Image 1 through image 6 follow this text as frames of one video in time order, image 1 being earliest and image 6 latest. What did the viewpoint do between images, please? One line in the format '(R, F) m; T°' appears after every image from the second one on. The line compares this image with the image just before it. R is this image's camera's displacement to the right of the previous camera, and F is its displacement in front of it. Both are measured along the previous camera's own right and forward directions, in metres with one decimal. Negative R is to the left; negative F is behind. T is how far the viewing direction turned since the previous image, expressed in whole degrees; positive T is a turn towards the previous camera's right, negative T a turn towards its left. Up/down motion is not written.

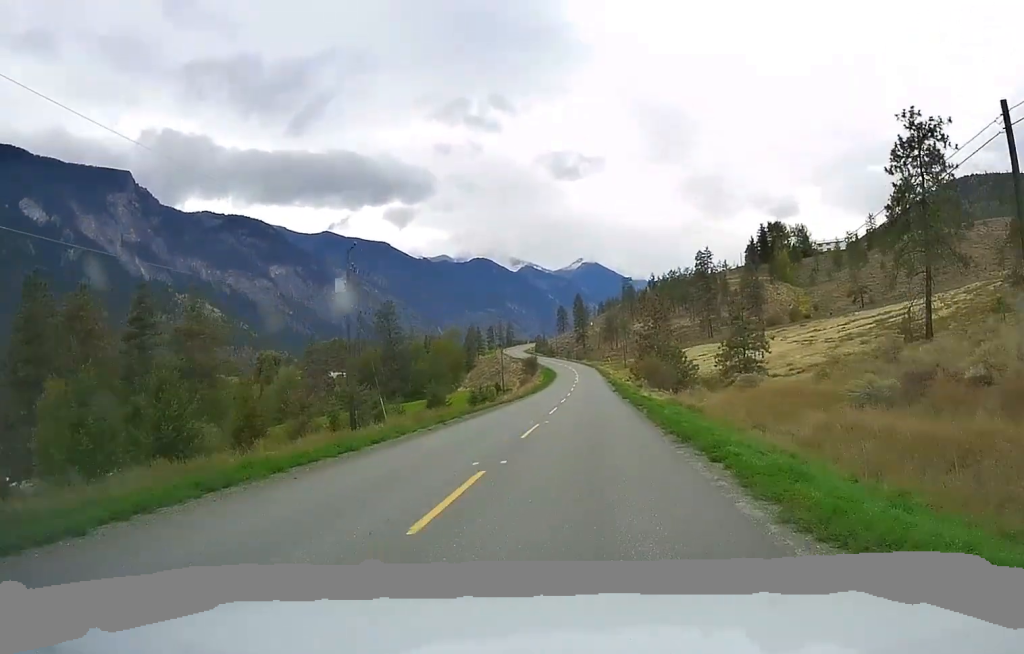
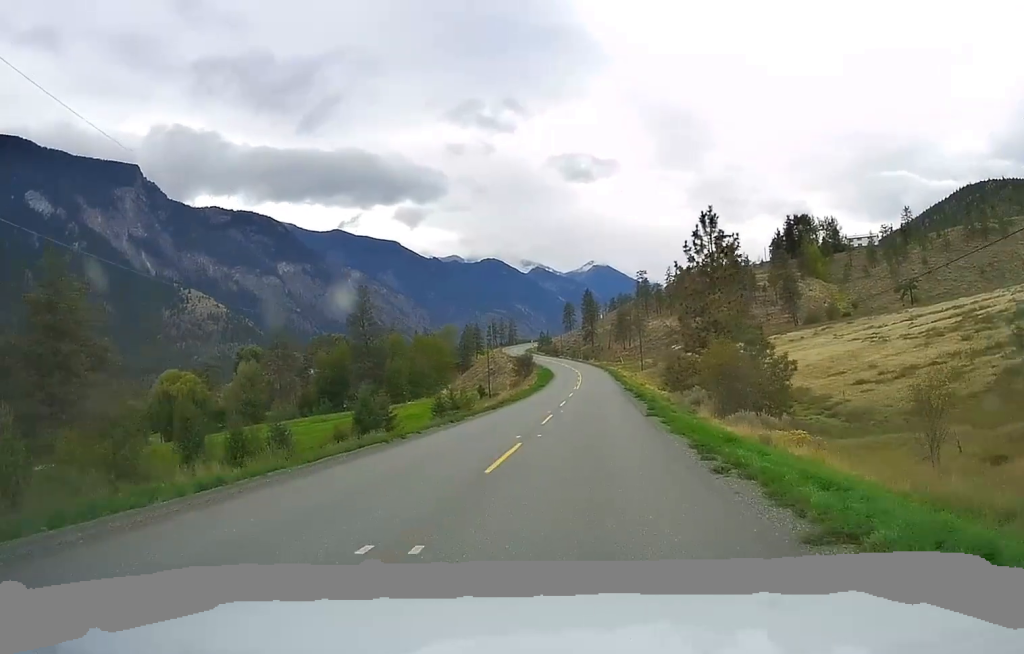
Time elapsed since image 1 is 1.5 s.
(+0.4, +34.0) m; +1°
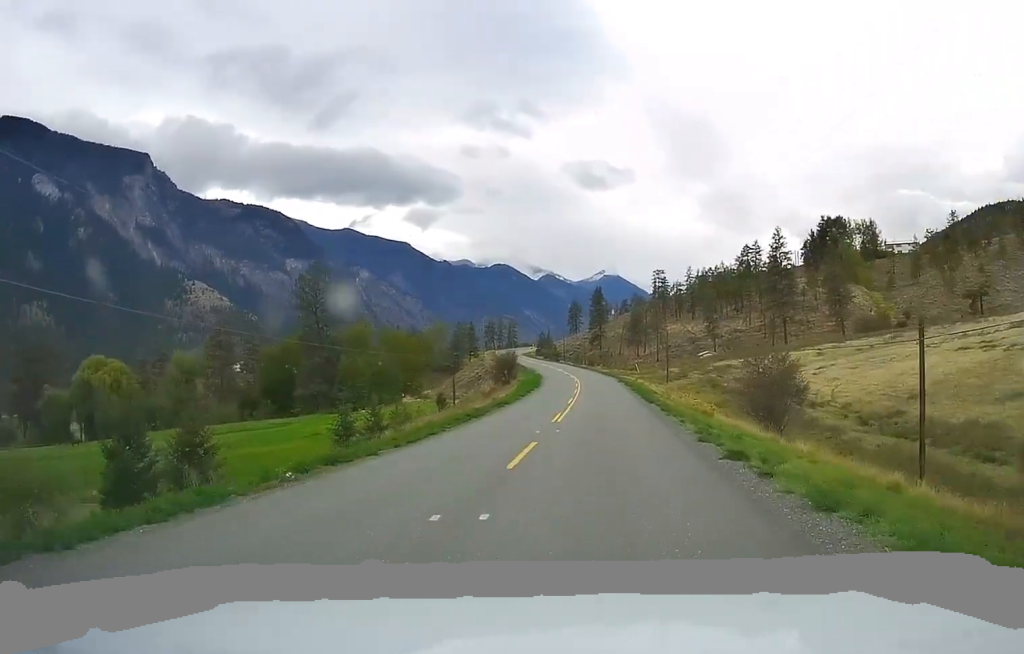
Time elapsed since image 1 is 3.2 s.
(-0.3, +38.5) m; -1°
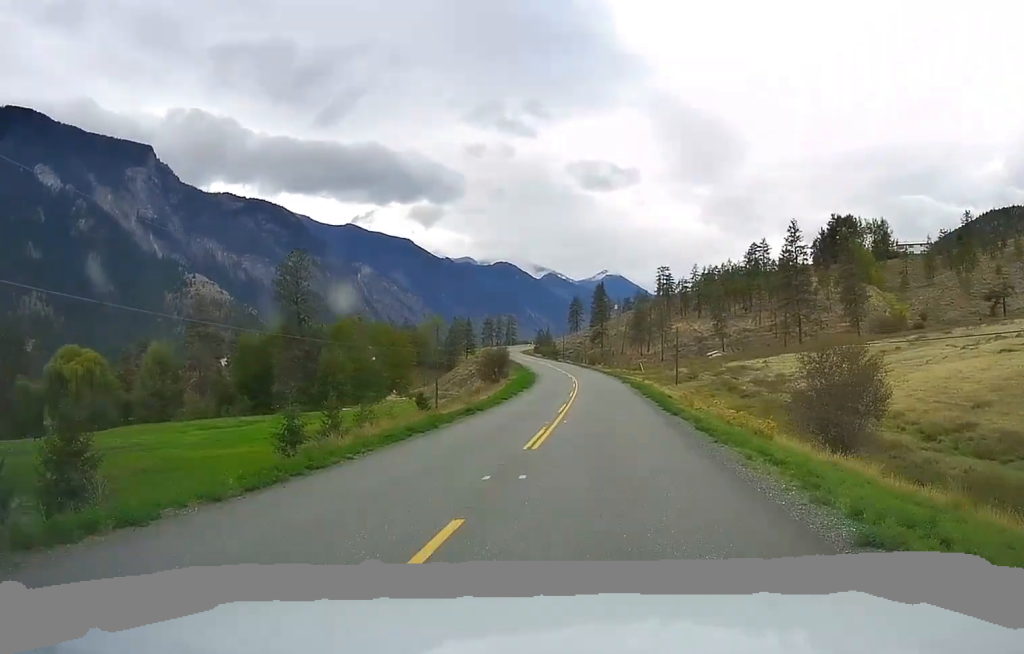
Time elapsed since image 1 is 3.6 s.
(0.0, +10.8) m; -1°
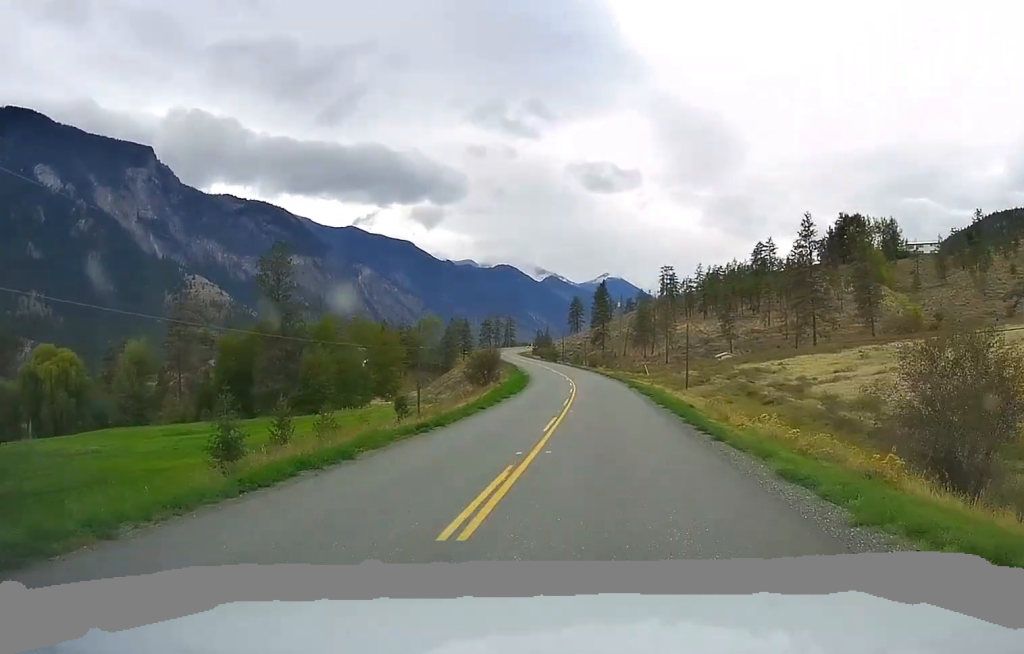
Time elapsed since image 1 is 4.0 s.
(0.0, +9.3) m; 0°
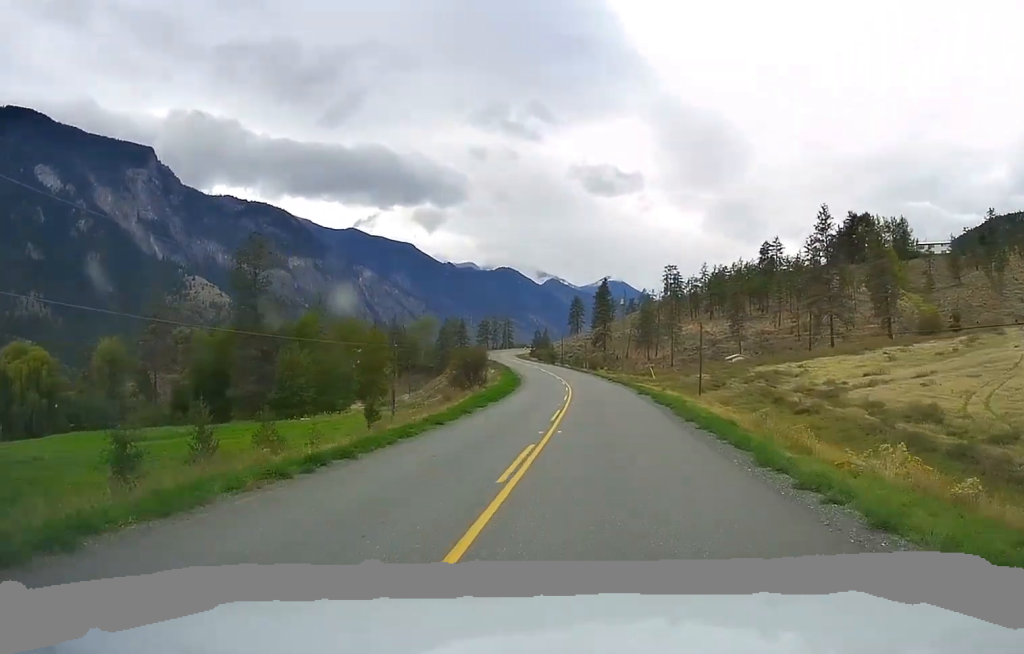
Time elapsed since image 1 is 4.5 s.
(-0.1, +10.0) m; -1°
